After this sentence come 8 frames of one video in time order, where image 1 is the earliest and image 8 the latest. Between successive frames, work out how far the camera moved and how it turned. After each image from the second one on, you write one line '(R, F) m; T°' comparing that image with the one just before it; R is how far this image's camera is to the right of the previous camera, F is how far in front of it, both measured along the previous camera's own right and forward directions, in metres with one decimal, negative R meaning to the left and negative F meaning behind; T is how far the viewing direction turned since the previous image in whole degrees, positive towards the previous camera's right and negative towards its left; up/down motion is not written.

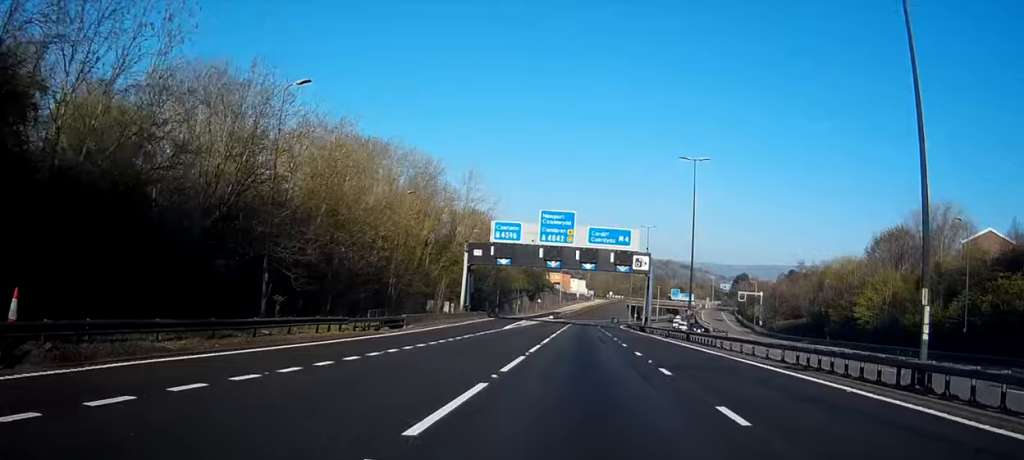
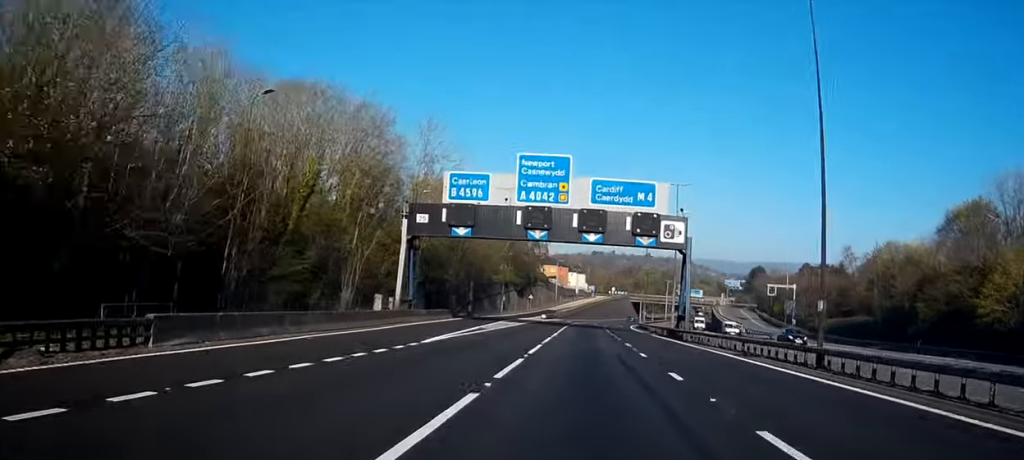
(+0.1, +26.9) m; 0°
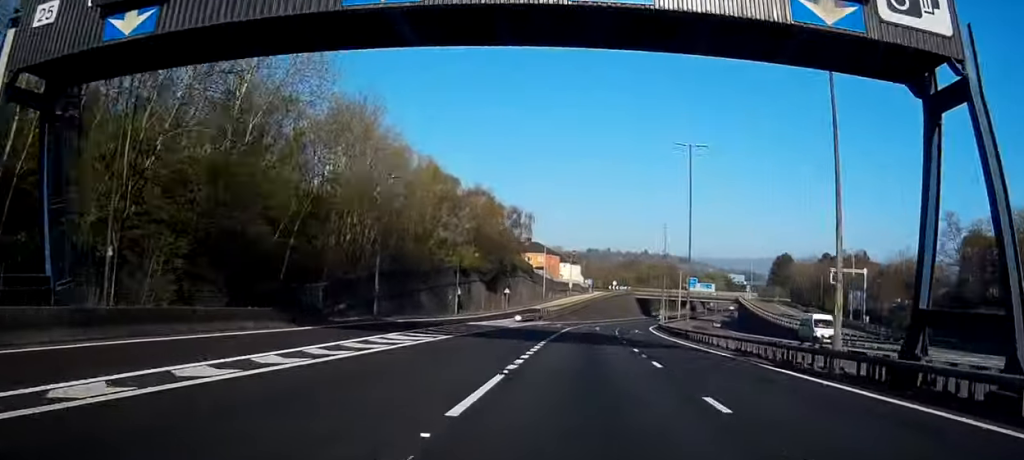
(+0.1, +40.4) m; 0°
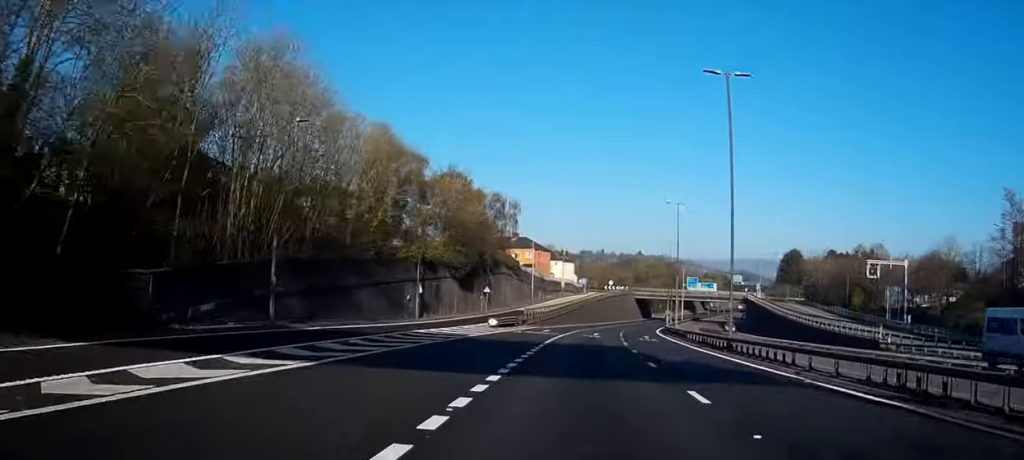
(0.0, +17.7) m; 0°
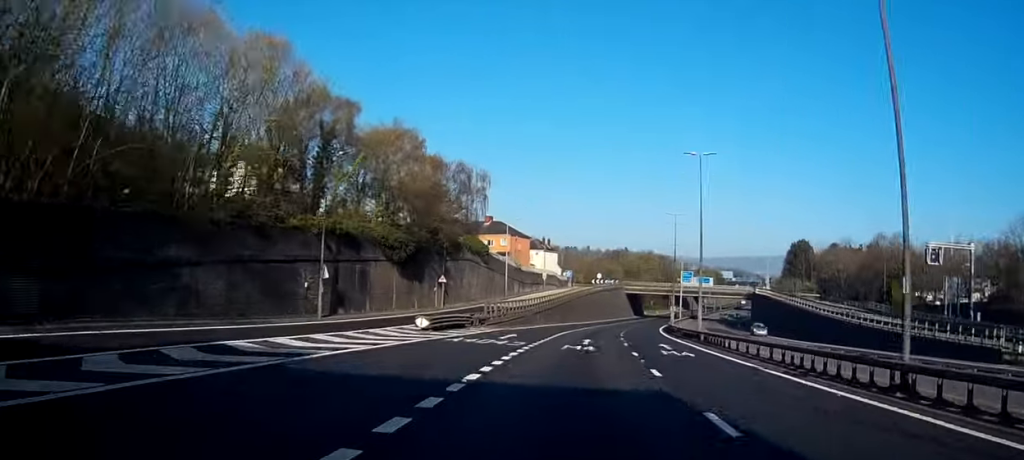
(+0.2, +20.8) m; +1°
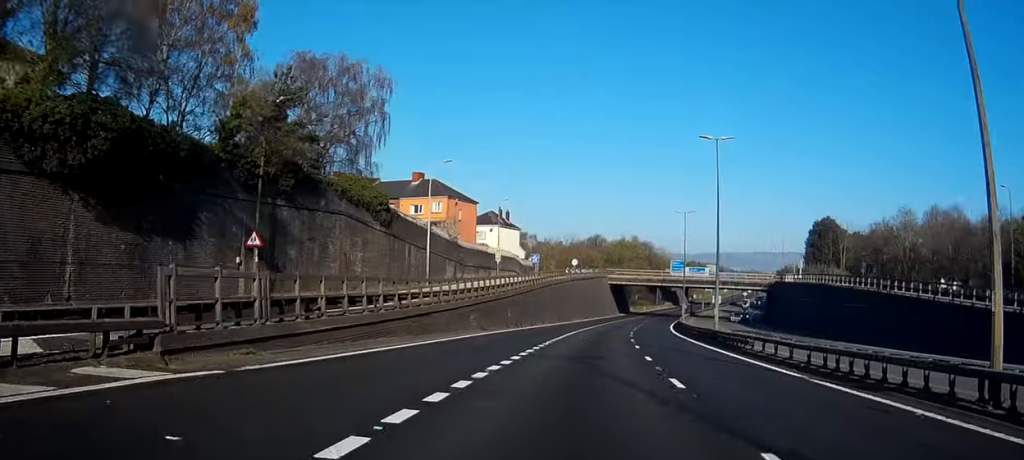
(+0.5, +37.0) m; +2°
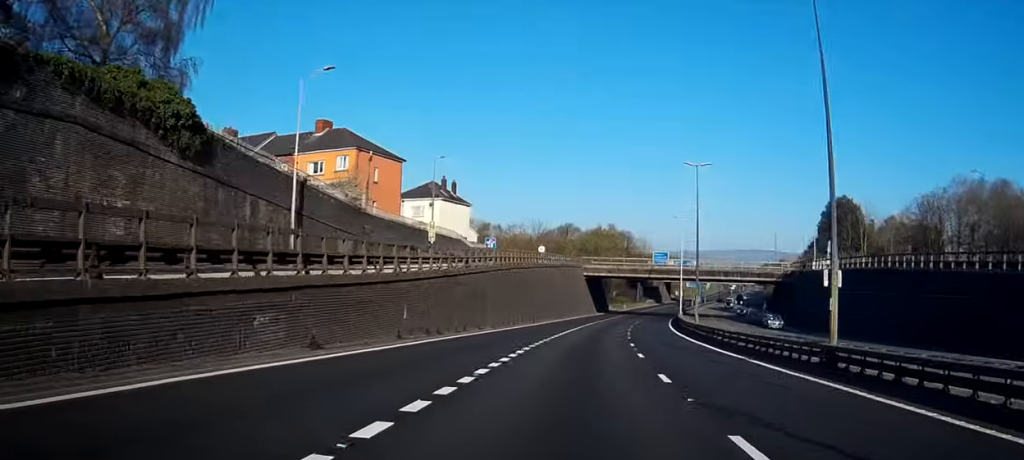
(+0.2, +23.8) m; +1°
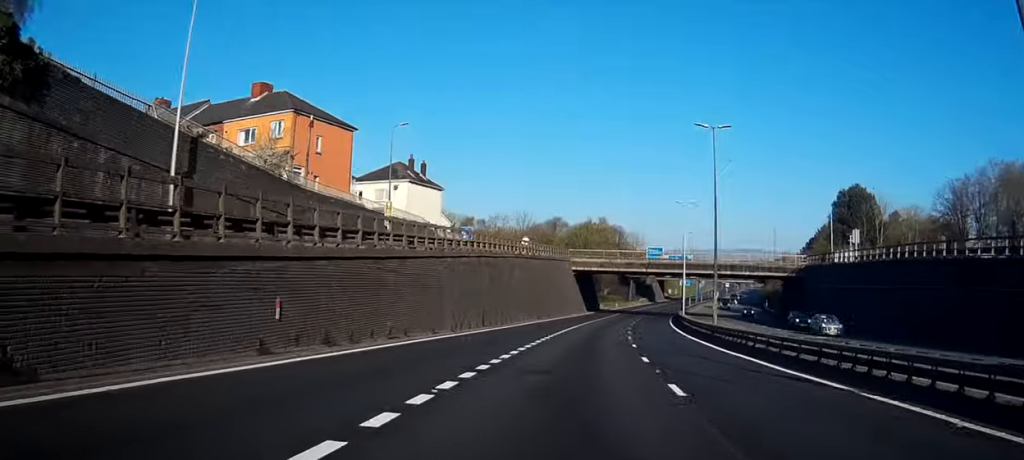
(+0.1, +11.1) m; +1°
